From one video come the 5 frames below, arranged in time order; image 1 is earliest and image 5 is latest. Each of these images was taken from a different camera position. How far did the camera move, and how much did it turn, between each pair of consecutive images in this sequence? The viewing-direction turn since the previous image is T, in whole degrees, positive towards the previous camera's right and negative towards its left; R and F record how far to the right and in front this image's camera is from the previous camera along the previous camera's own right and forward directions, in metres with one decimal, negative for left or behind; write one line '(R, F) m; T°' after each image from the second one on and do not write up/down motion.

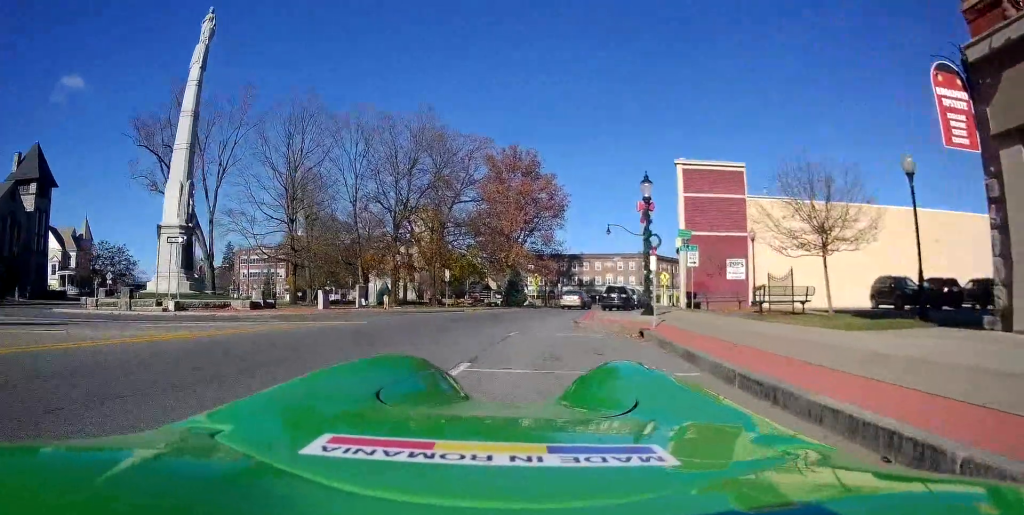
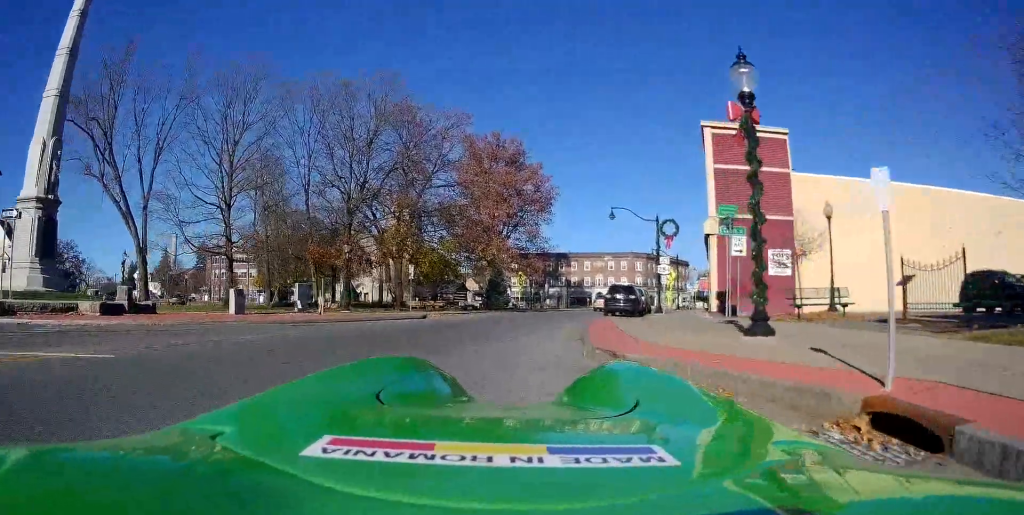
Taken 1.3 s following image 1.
(+0.7, +9.1) m; +5°
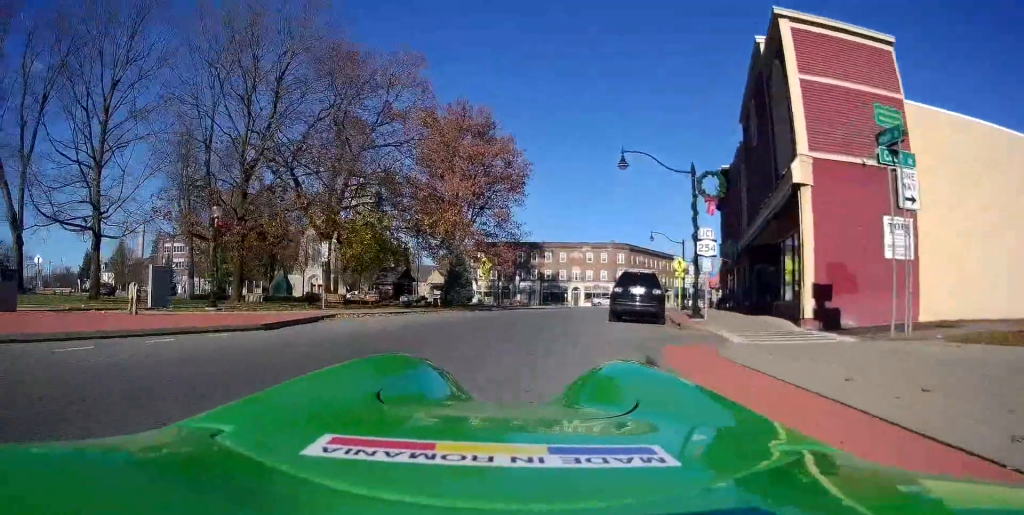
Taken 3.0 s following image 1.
(-0.1, +12.3) m; 0°
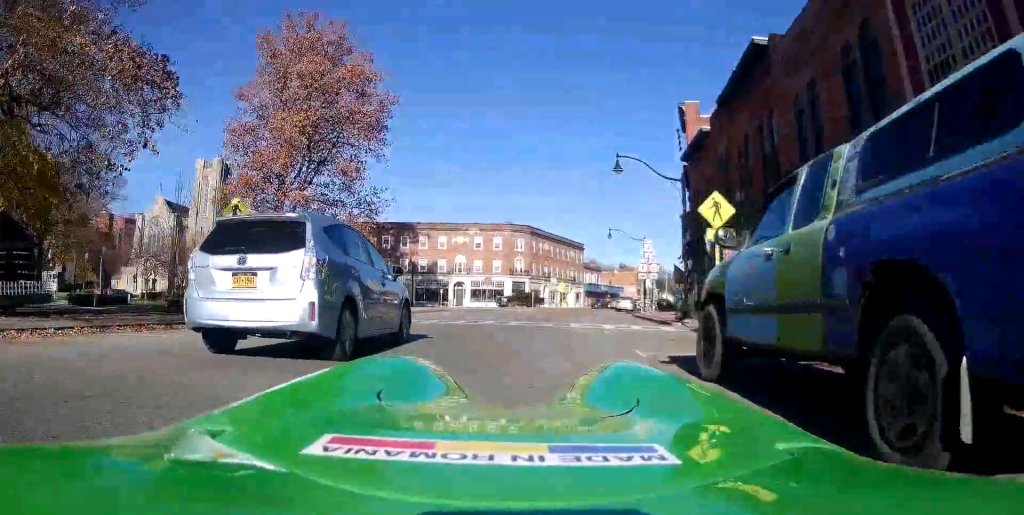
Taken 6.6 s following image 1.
(+4.1, +26.0) m; +18°
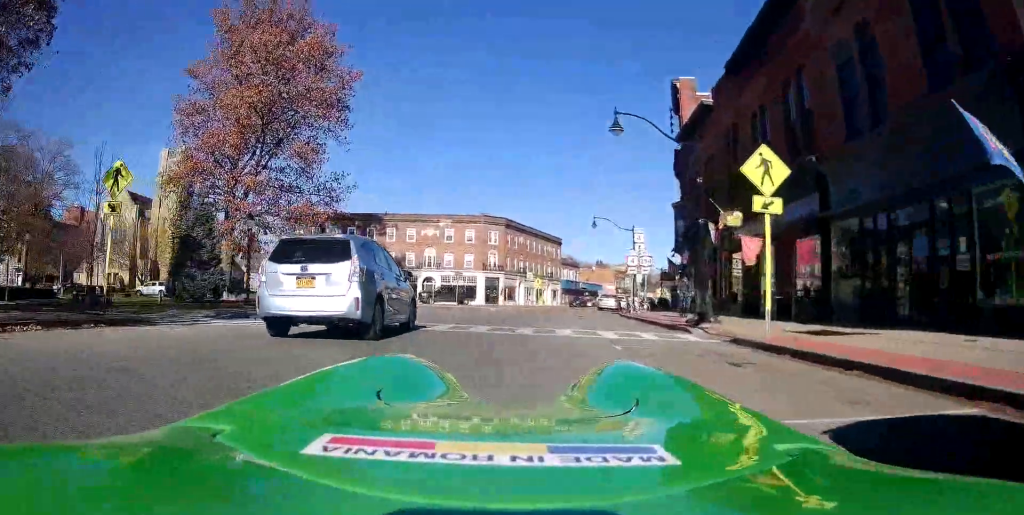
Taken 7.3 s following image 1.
(+0.1, +5.2) m; 0°
